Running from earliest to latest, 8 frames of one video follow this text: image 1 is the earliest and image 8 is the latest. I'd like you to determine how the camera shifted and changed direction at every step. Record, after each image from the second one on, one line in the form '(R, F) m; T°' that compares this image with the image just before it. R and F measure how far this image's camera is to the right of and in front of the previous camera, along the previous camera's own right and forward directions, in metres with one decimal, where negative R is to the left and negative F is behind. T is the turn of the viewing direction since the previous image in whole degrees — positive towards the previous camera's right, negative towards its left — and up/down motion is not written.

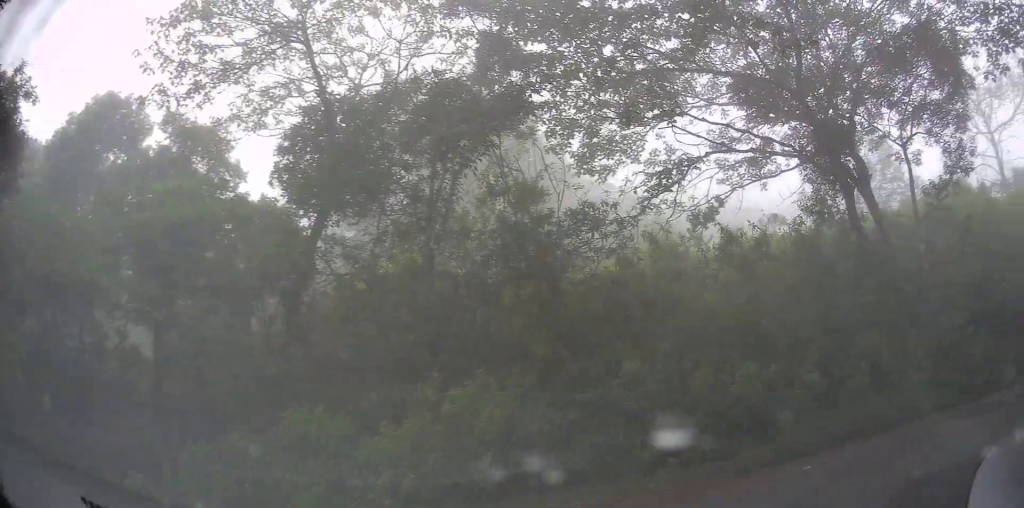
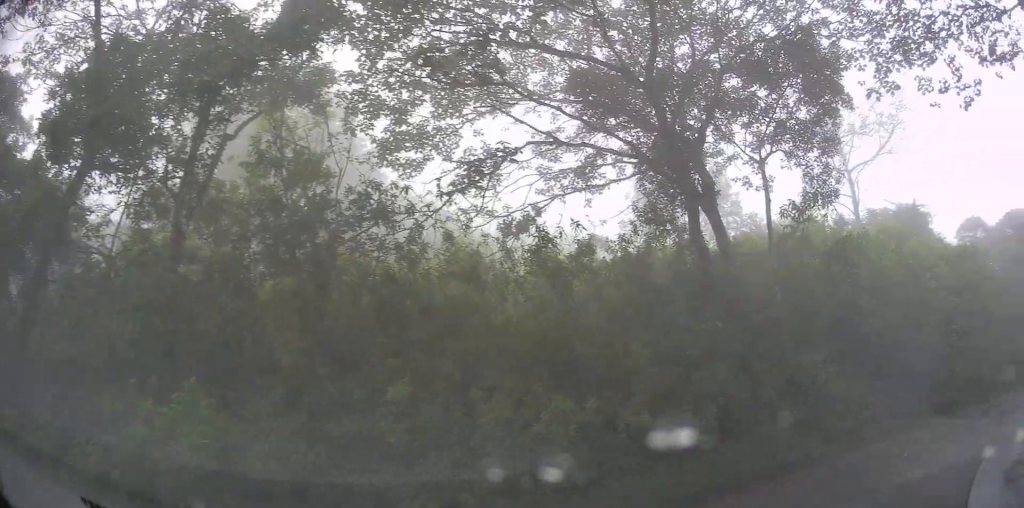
(+0.3, +1.3) m; +25°
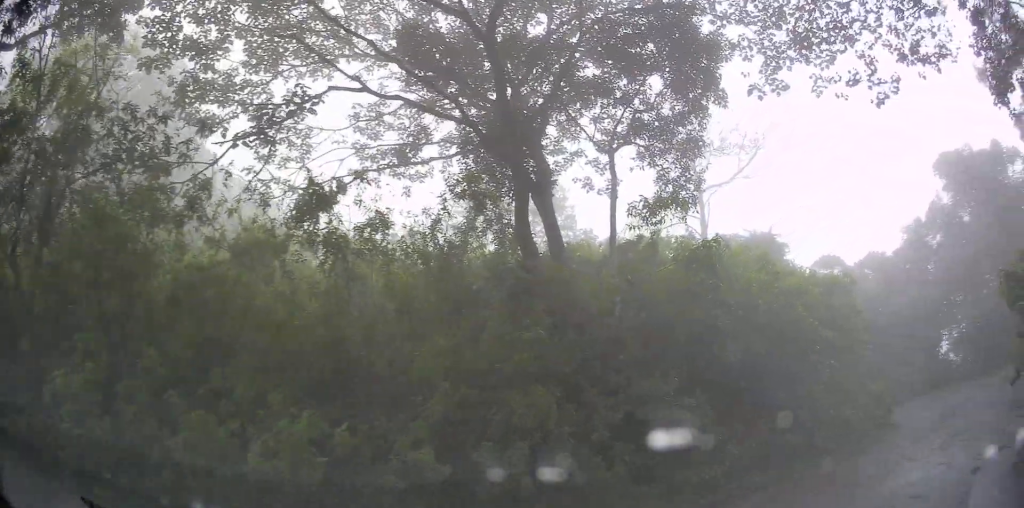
(+0.3, +1.4) m; +30°
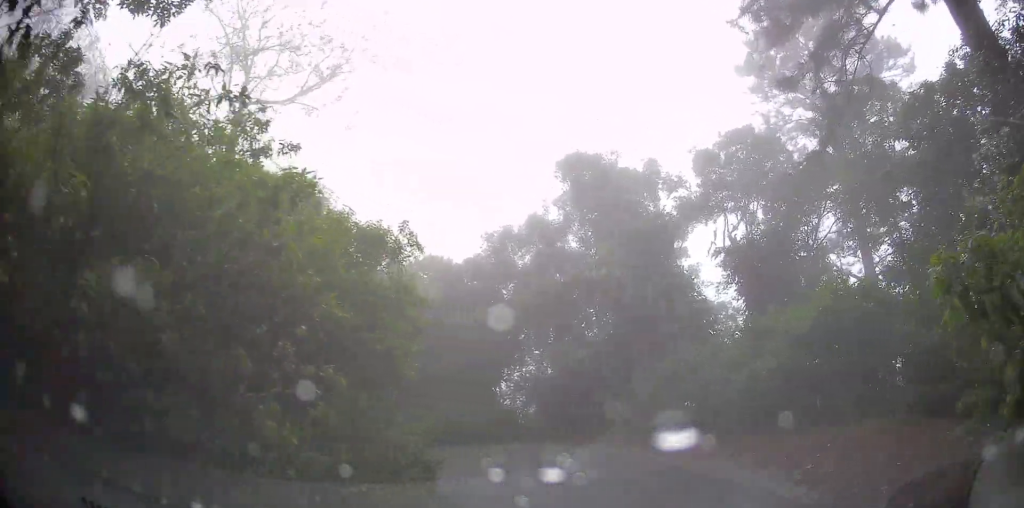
(+3.1, +5.1) m; +44°
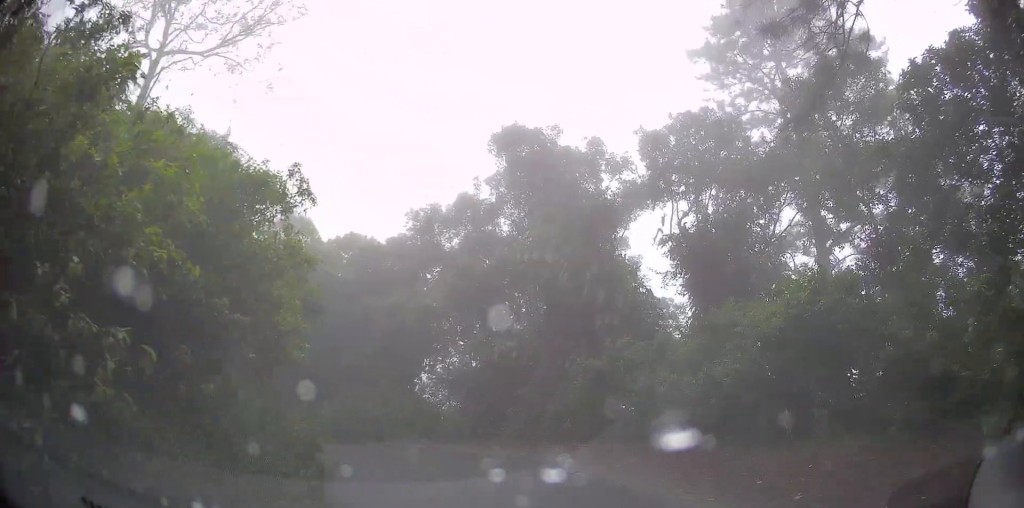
(+0.1, +1.7) m; +3°
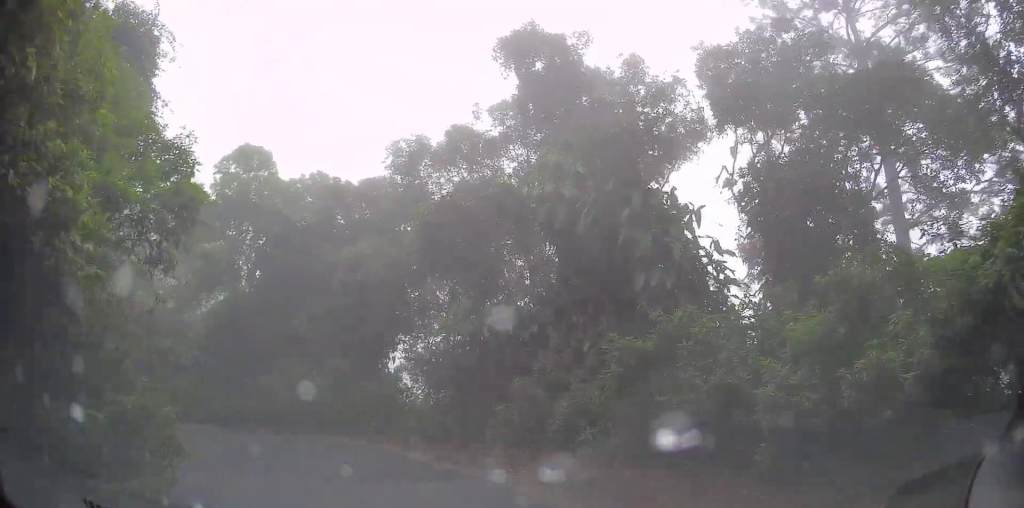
(0.0, +4.5) m; -4°
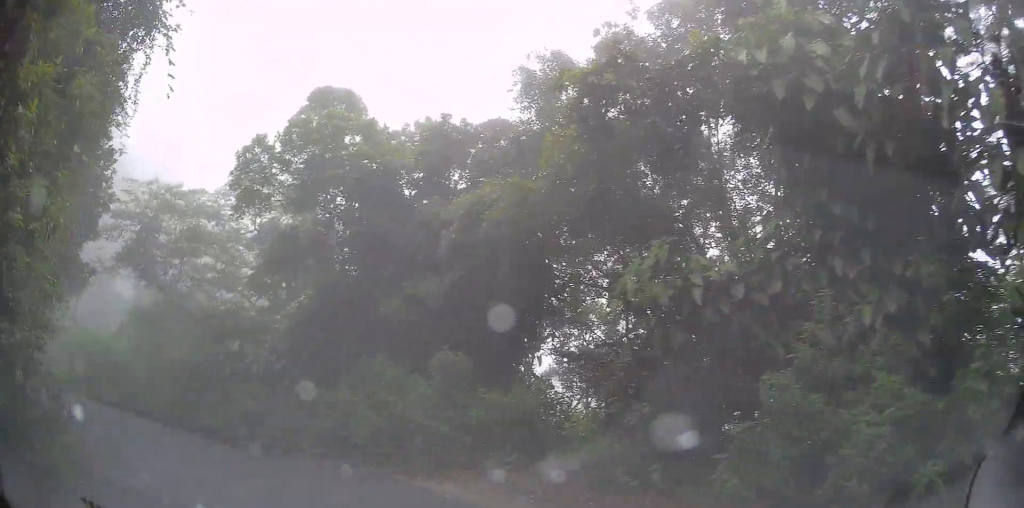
(-0.4, +4.5) m; -11°
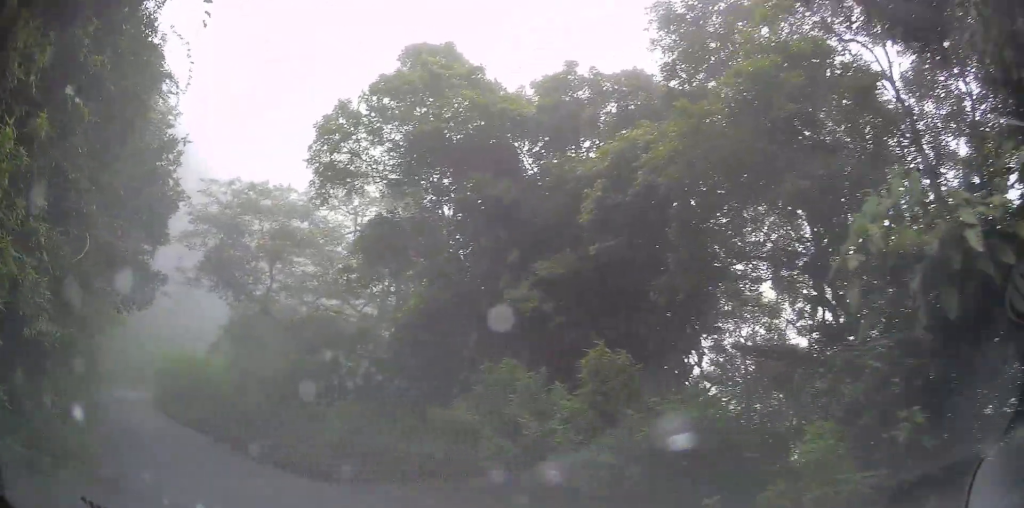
(-0.1, +2.4) m; -7°
